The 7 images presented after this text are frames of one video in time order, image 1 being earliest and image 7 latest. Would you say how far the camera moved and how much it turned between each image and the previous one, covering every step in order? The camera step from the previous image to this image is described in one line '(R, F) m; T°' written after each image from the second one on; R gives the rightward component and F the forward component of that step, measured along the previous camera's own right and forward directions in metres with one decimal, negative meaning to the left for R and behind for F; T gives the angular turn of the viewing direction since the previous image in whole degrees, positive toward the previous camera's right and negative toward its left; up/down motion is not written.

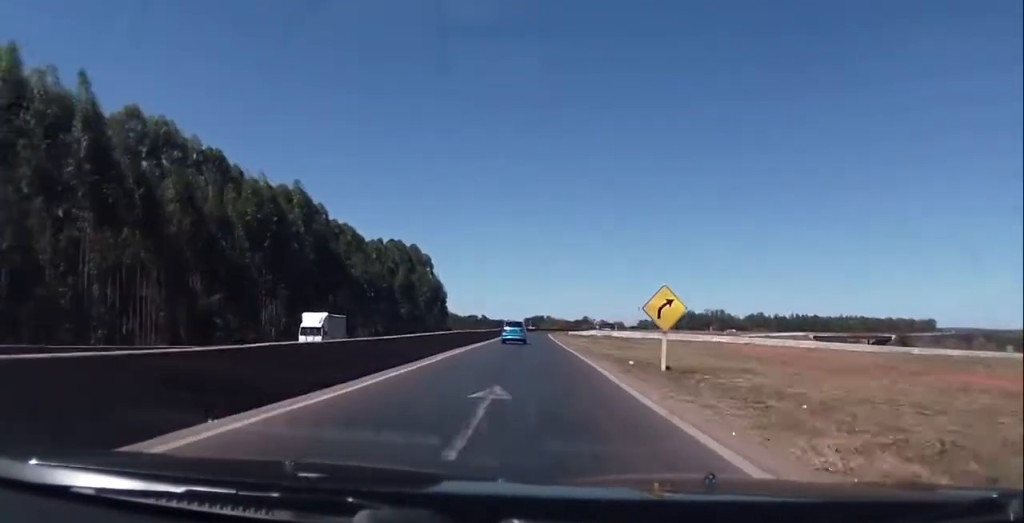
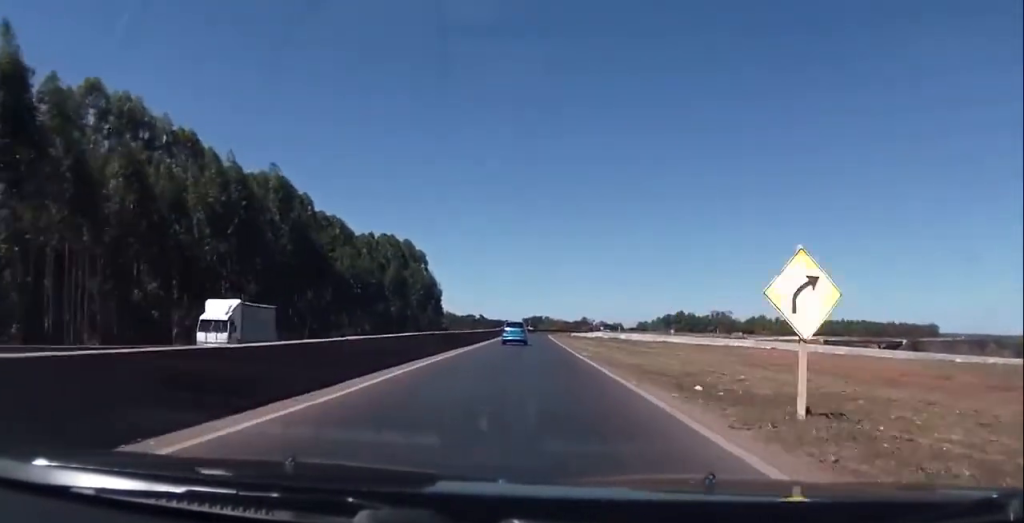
(-0.1, +10.8) m; 0°
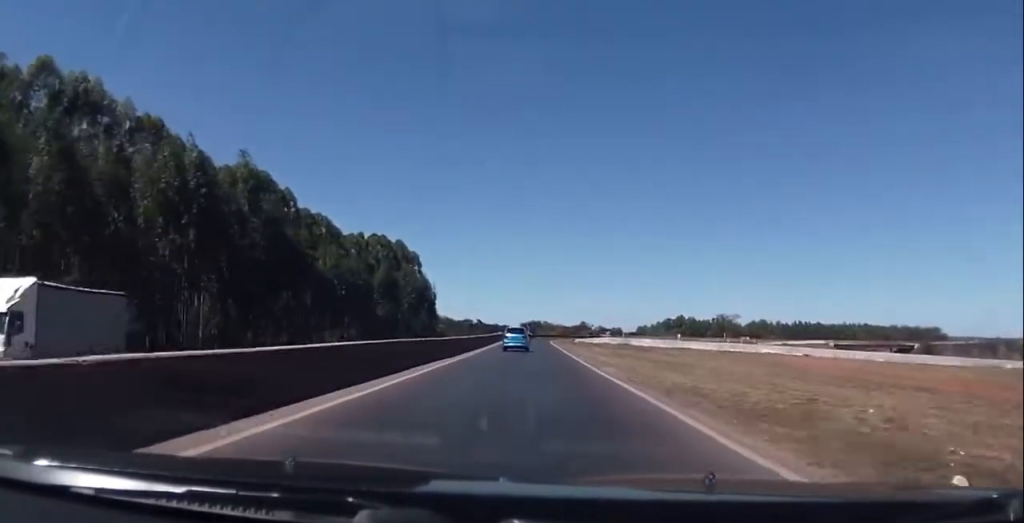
(0.0, +10.4) m; 0°
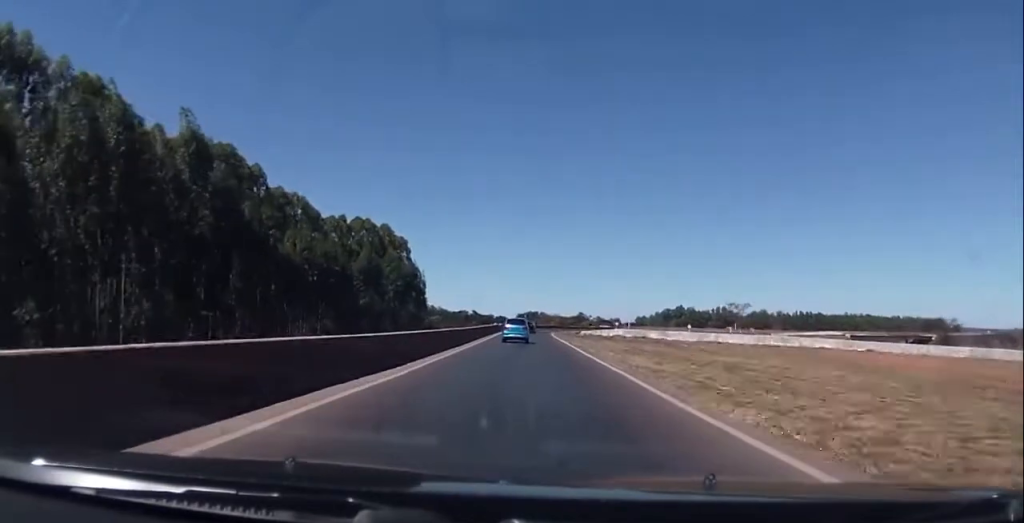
(+0.1, +13.9) m; 0°
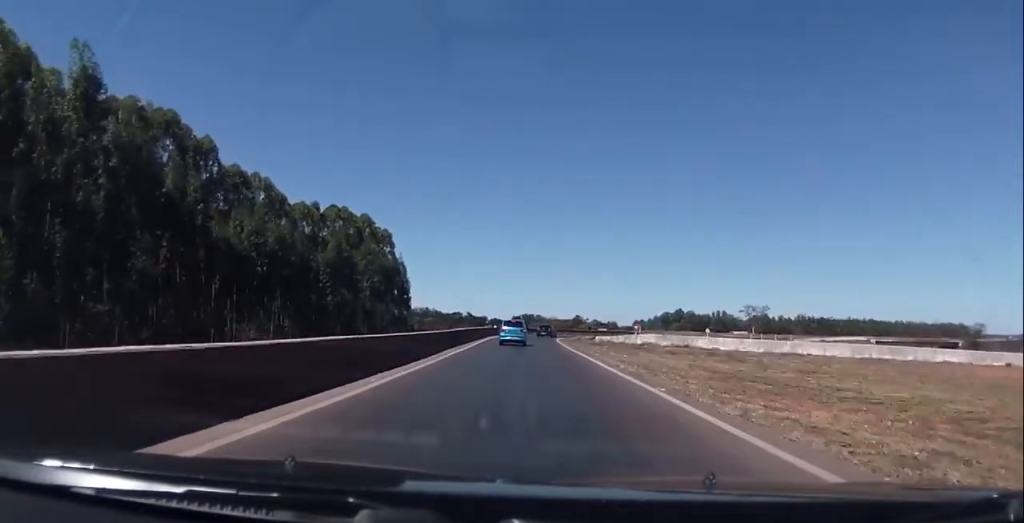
(+0.1, +18.8) m; 0°
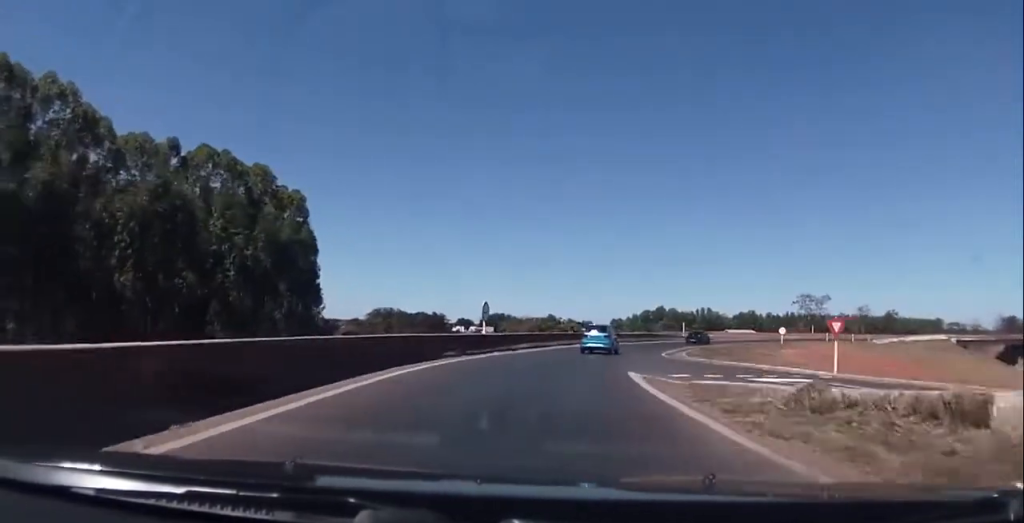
(+1.0, +59.2) m; +3°
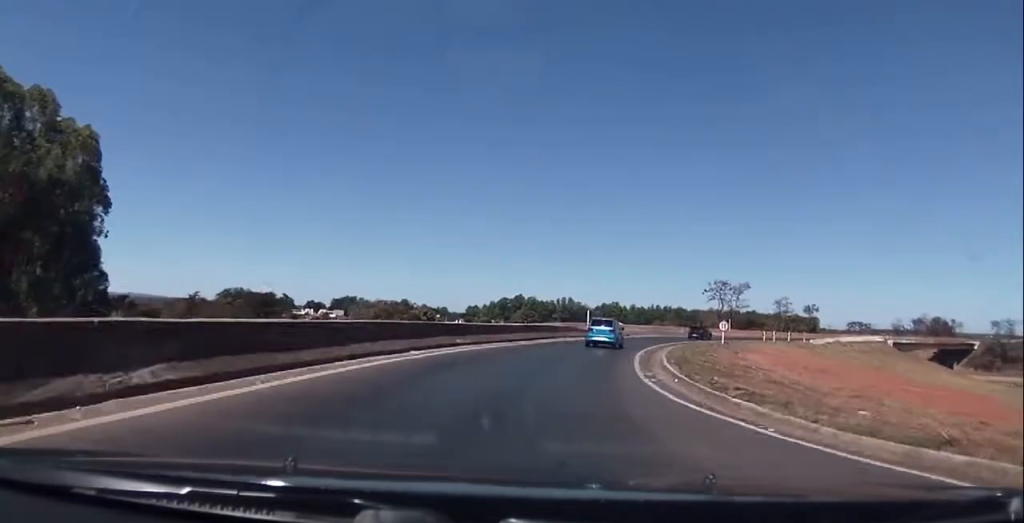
(+1.2, +29.6) m; +6°
